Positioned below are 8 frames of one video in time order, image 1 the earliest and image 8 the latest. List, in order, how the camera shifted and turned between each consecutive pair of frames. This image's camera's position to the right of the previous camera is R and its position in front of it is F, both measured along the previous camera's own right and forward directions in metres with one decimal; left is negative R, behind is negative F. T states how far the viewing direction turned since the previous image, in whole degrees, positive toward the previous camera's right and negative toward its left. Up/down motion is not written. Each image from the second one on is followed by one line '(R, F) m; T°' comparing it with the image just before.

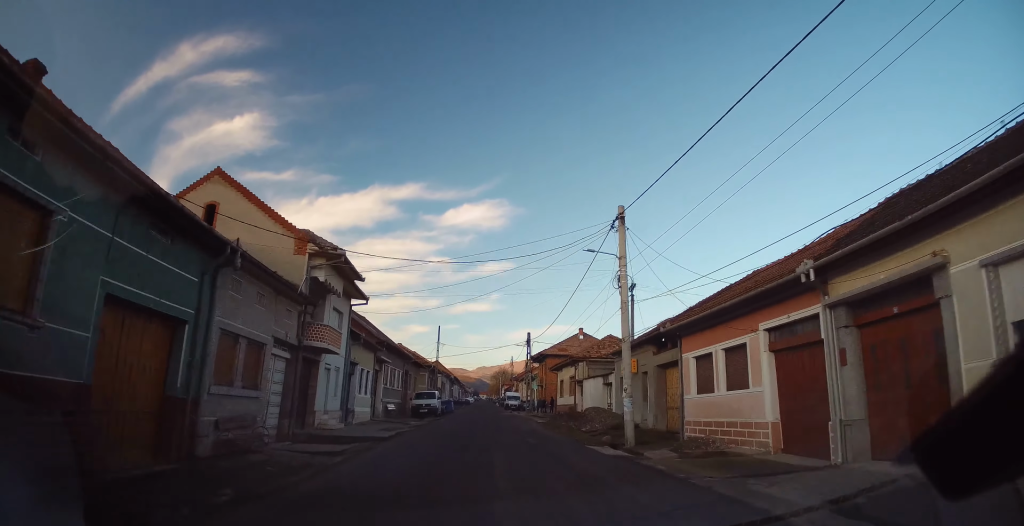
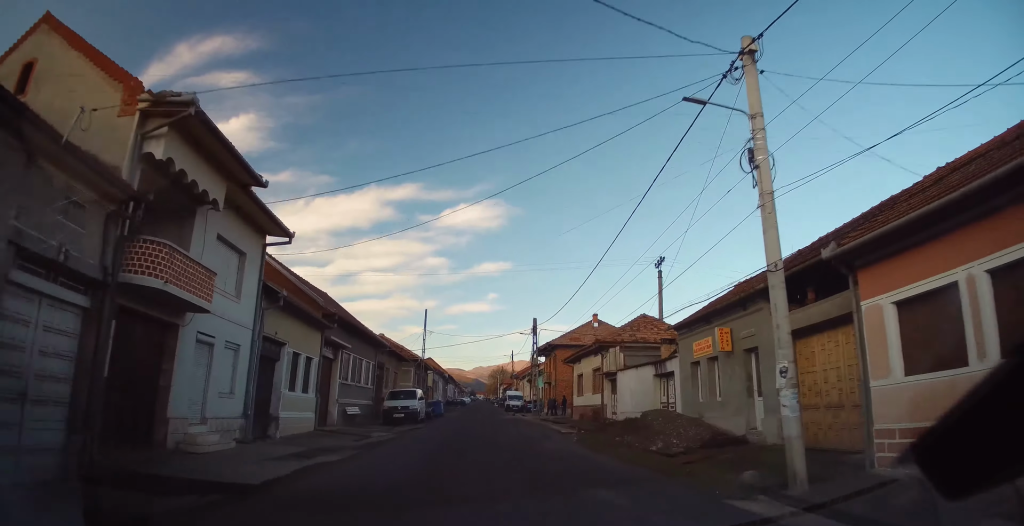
(0.0, +9.7) m; -1°
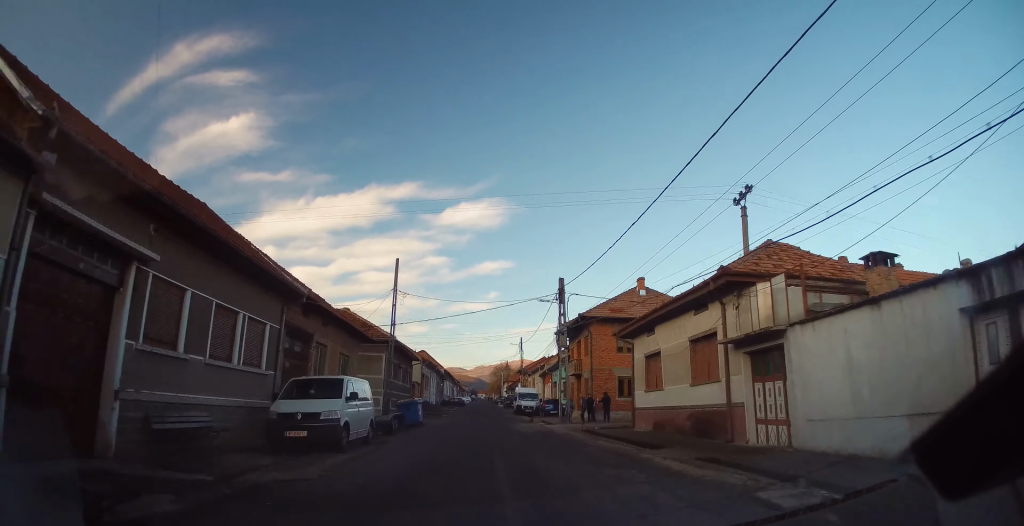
(-0.3, +15.6) m; 0°
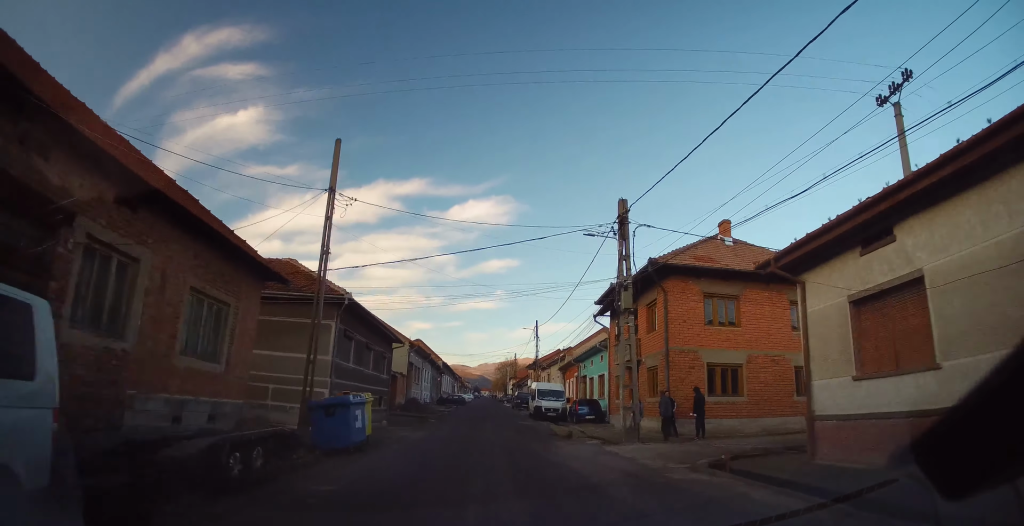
(+0.2, +13.6) m; +1°
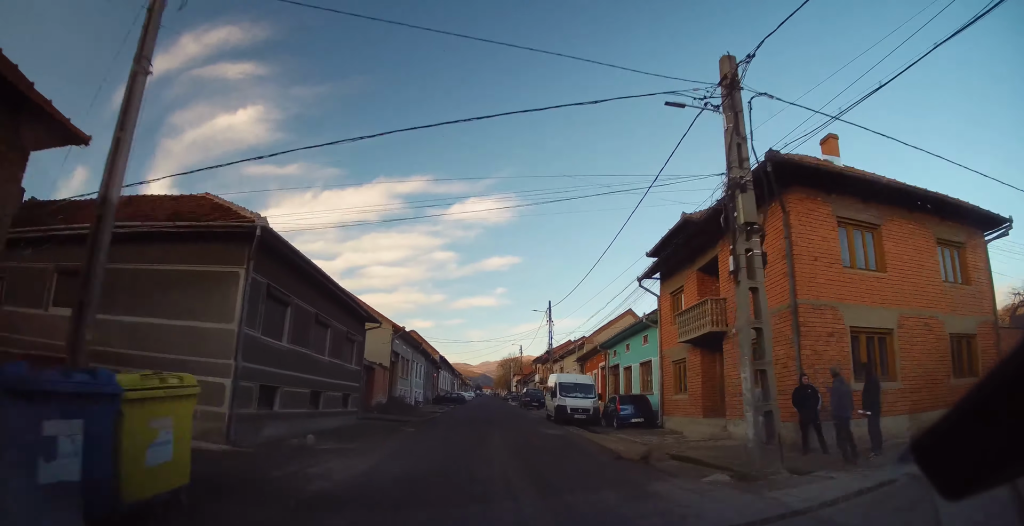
(0.0, +9.3) m; 0°
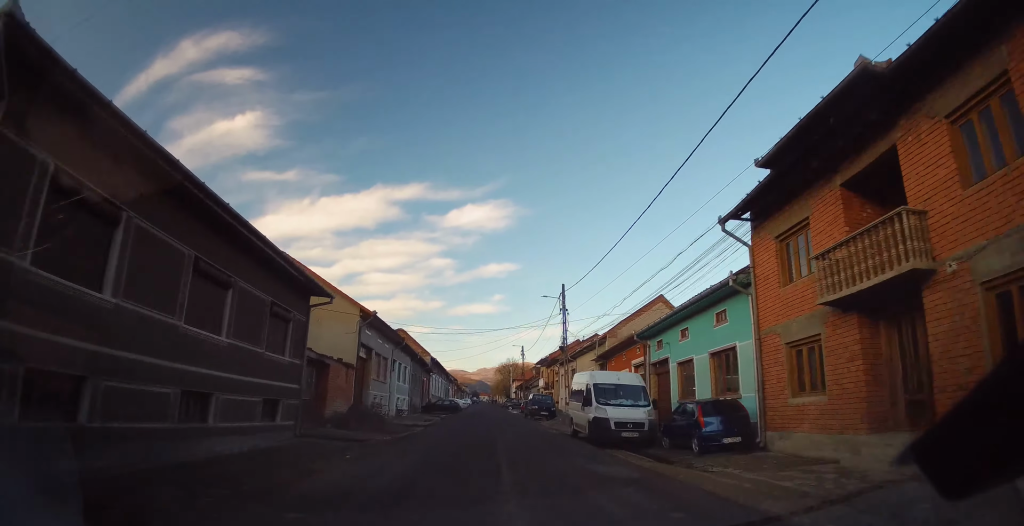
(0.0, +8.8) m; 0°
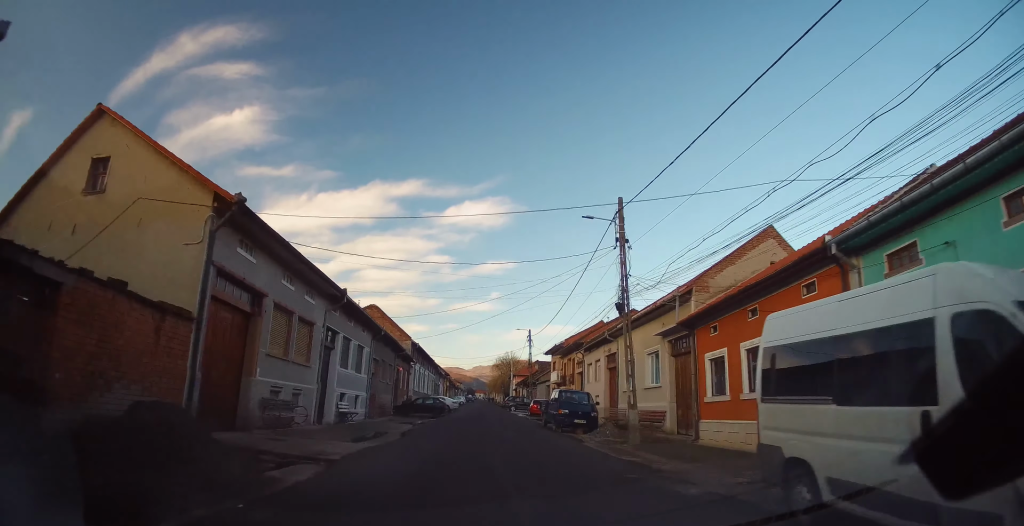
(0.0, +14.6) m; 0°
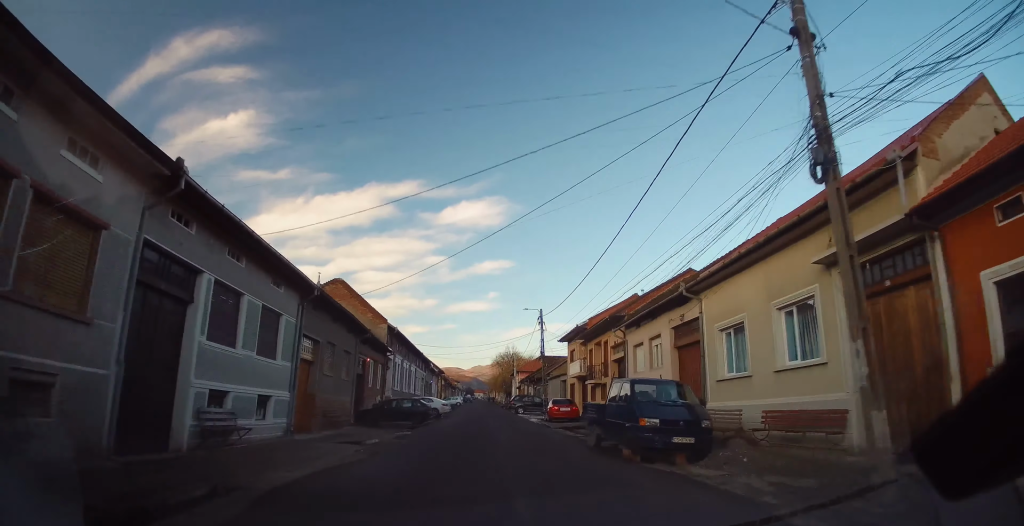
(0.0, +12.6) m; 0°
